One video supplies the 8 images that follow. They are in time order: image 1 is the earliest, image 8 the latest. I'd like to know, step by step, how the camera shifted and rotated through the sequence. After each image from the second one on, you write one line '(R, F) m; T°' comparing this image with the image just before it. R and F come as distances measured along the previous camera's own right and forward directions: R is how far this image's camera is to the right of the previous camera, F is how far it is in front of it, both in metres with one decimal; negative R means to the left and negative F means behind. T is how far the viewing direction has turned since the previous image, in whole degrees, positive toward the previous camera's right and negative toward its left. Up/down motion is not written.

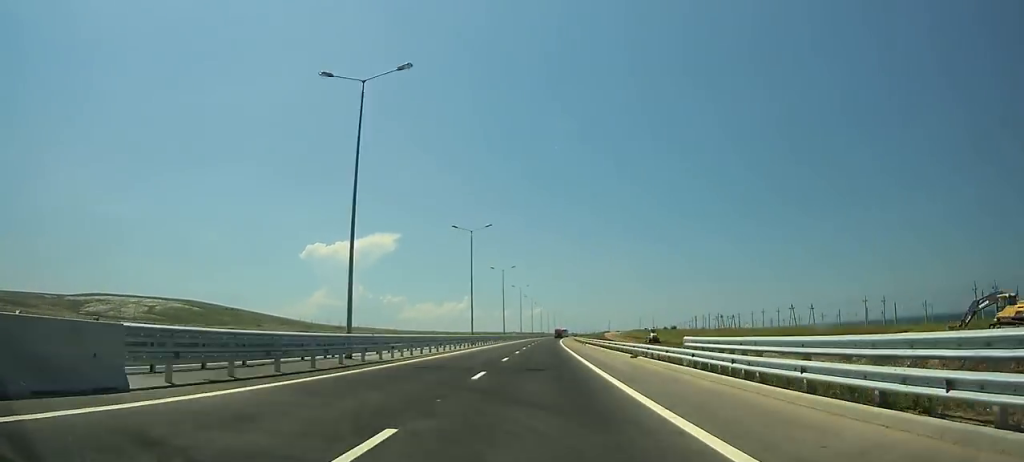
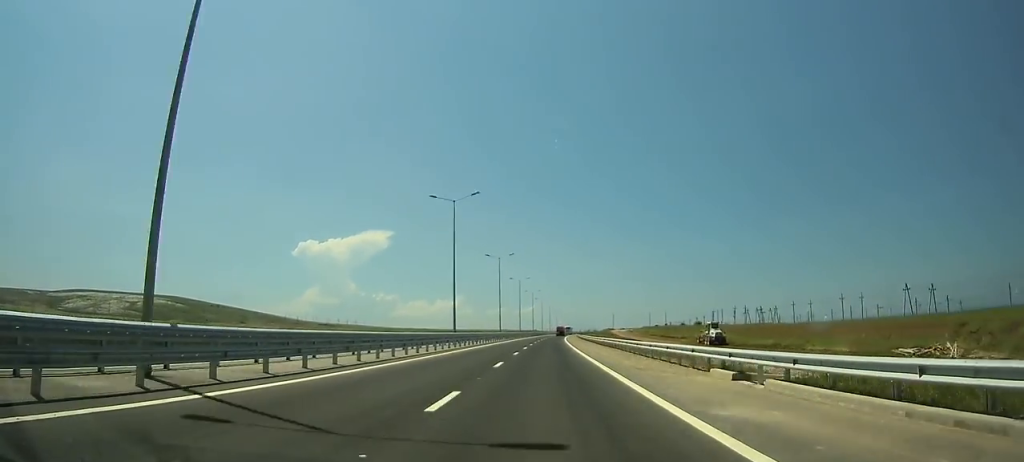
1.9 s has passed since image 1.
(0.0, +55.3) m; 0°
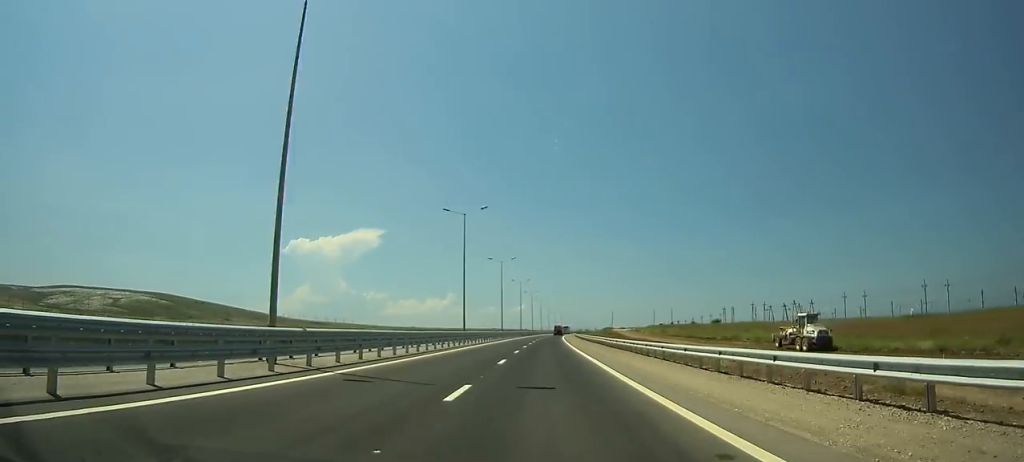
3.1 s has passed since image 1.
(0.0, +34.8) m; 0°
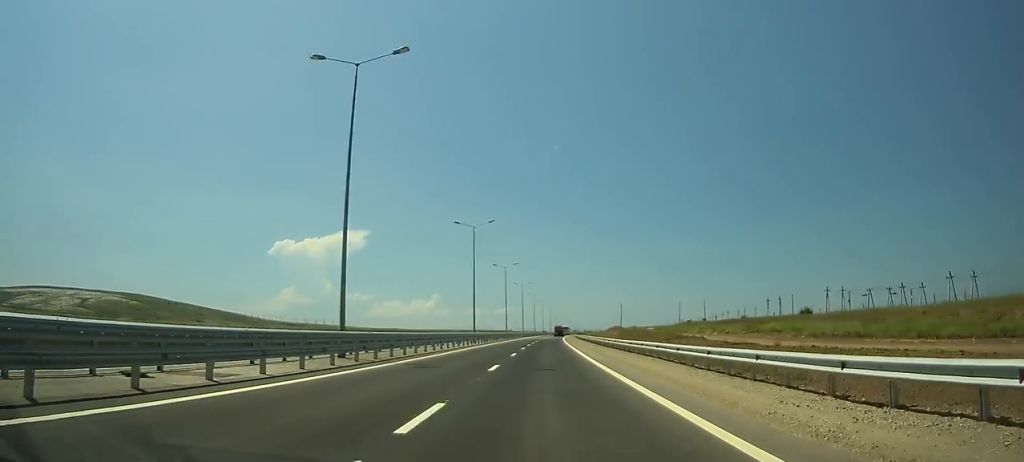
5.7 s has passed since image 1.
(0.0, +75.2) m; 0°
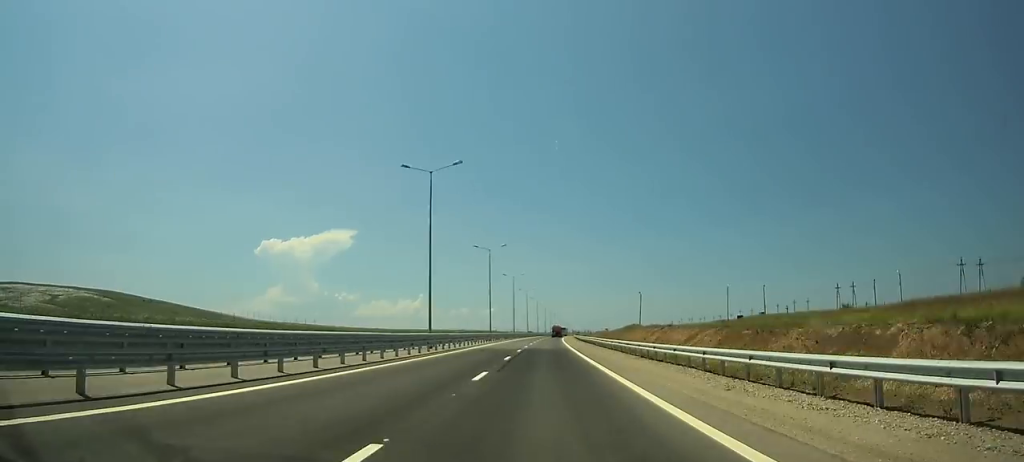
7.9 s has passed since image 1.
(-0.1, +63.2) m; +2°
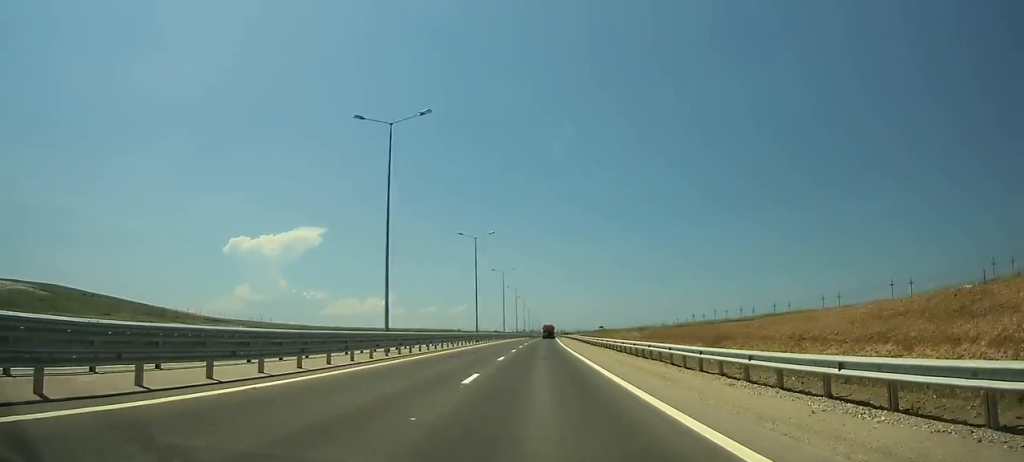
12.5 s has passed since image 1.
(+5.3, +130.8) m; +4°
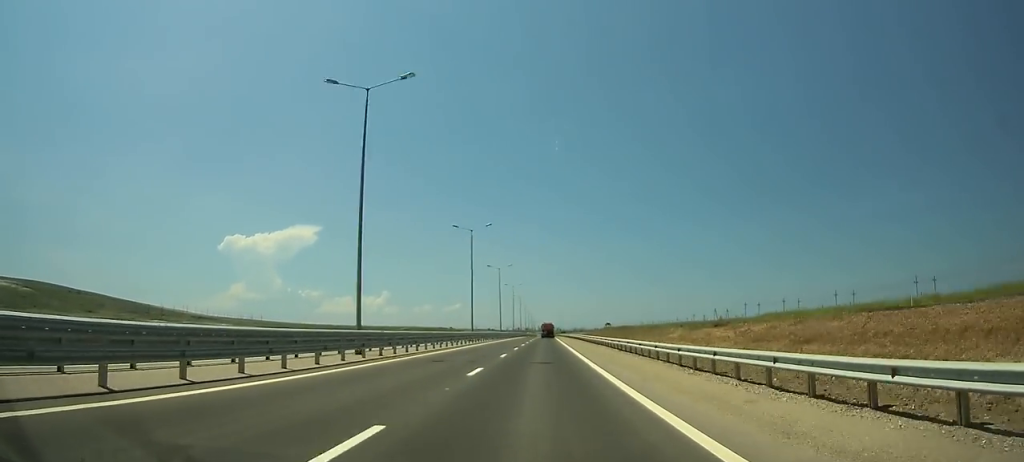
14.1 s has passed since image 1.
(+0.4, +45.1) m; +1°
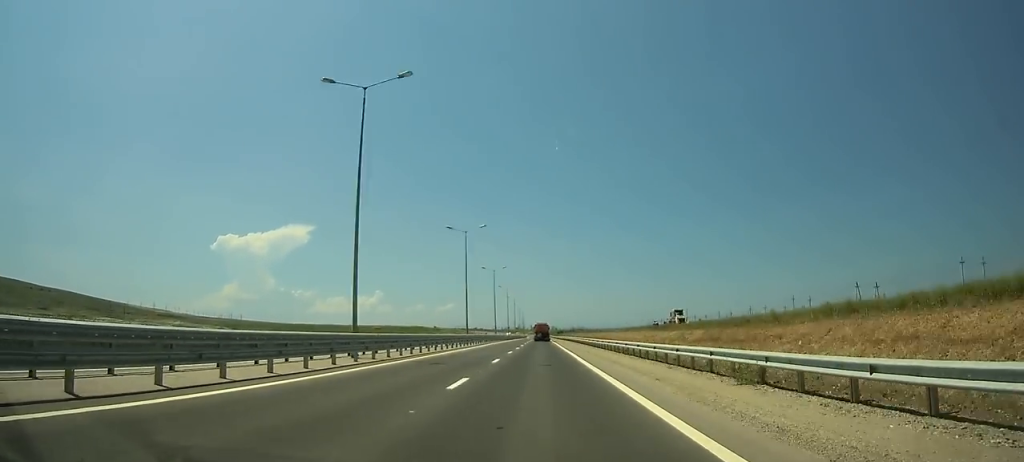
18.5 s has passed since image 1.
(+1.7, +122.1) m; +1°
